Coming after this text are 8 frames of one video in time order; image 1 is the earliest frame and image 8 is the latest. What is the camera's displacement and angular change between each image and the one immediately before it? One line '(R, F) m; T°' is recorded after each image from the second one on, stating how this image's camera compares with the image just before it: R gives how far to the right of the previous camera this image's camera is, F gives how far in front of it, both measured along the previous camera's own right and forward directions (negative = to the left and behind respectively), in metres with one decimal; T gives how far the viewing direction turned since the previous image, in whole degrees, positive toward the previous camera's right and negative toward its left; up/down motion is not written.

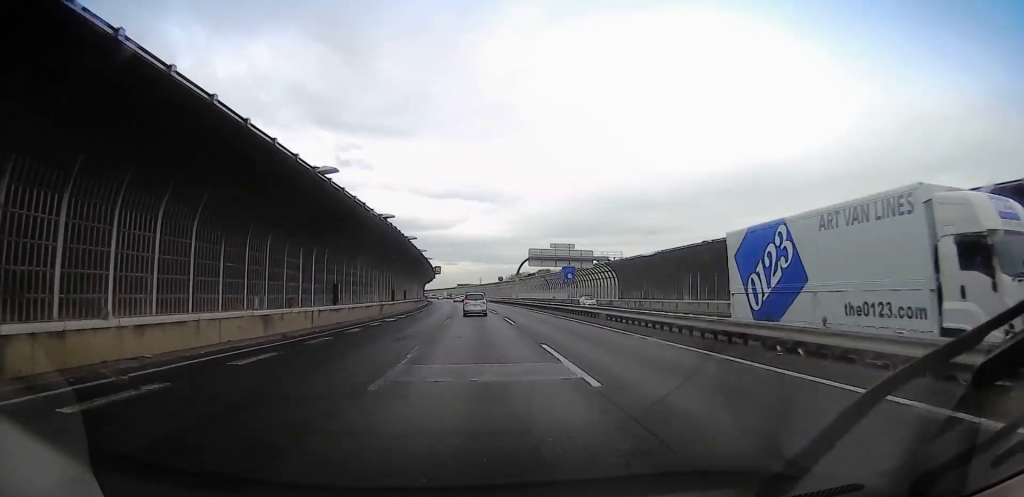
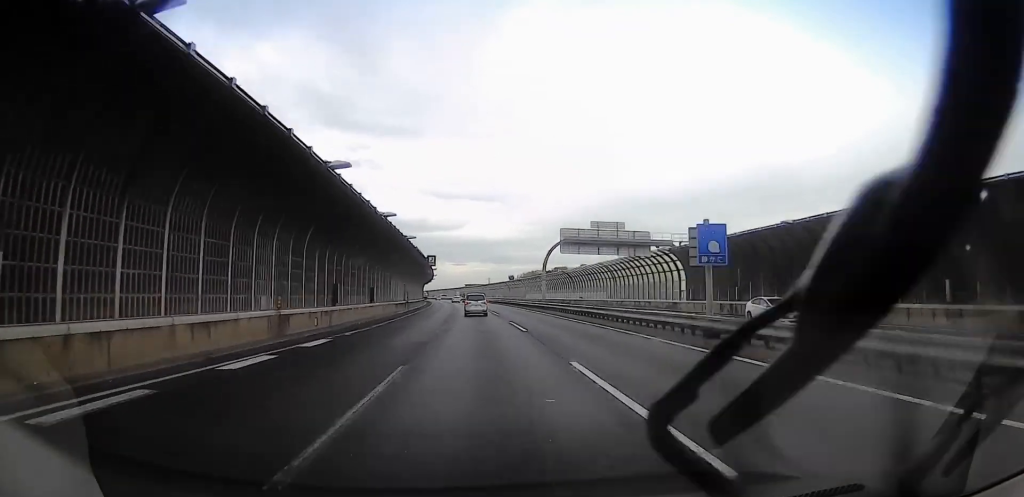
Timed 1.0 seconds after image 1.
(-0.3, +24.8) m; -2°
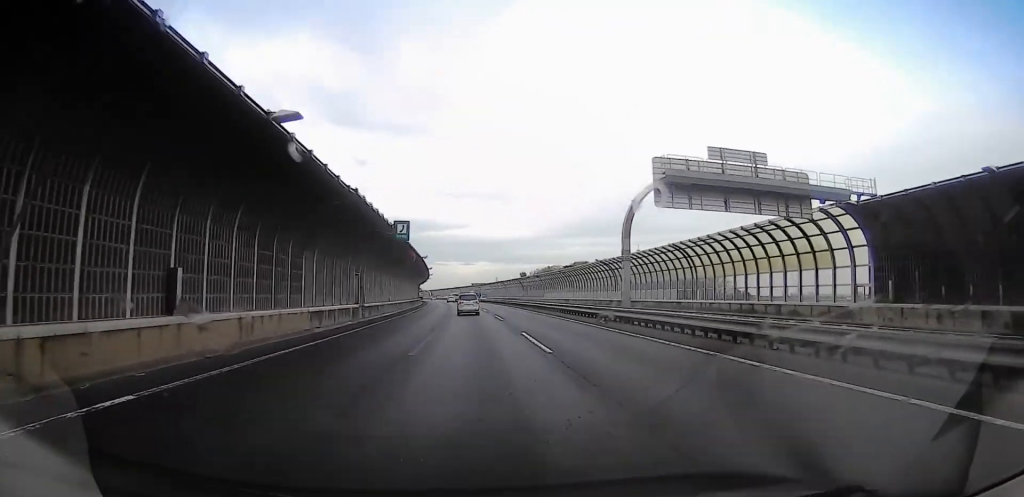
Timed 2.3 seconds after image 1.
(-0.1, +29.5) m; 0°
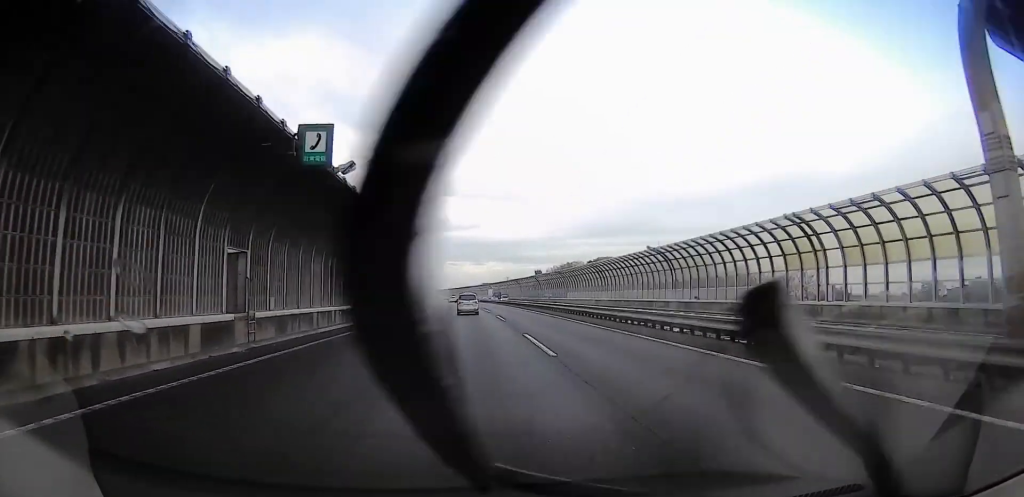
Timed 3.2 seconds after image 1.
(-0.1, +21.5) m; 0°
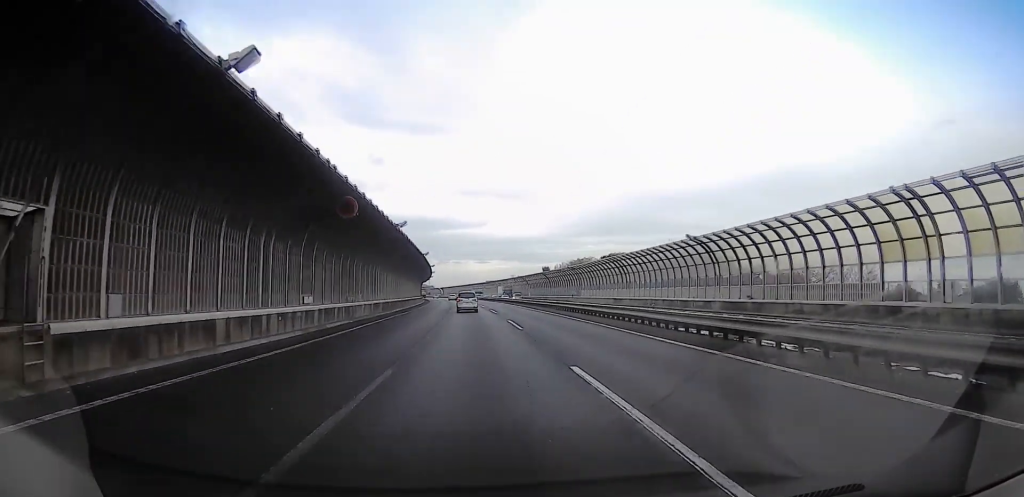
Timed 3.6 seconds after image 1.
(-0.8, +10.4) m; 0°
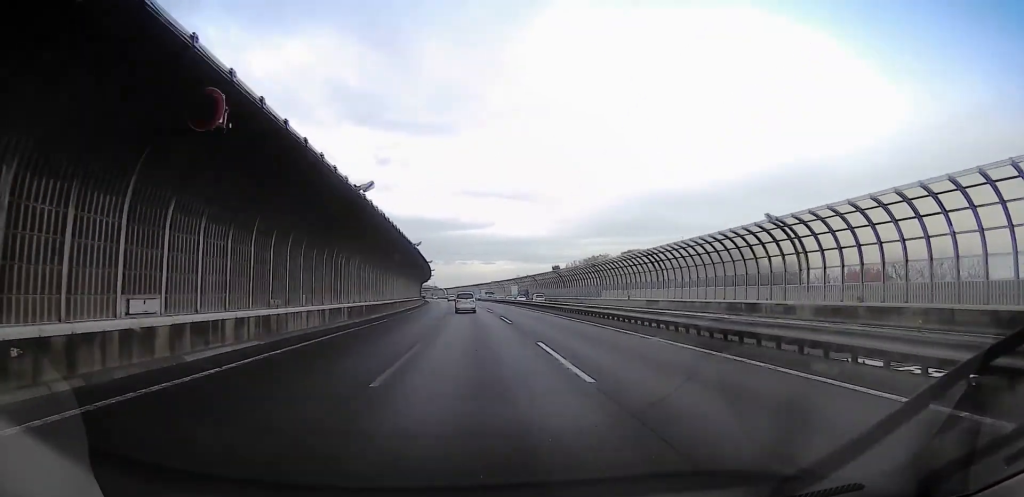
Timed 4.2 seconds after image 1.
(+0.8, +13.6) m; 0°
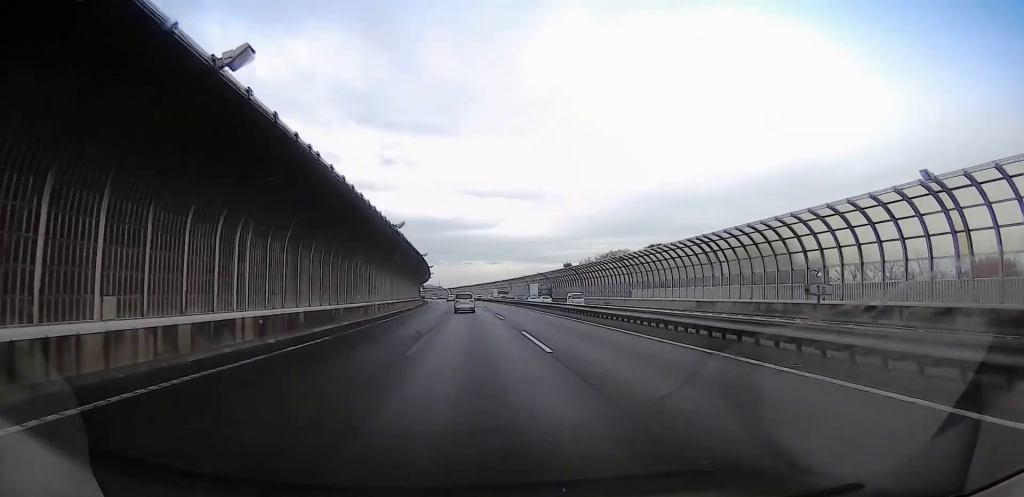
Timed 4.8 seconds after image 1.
(+0.8, +15.2) m; -1°
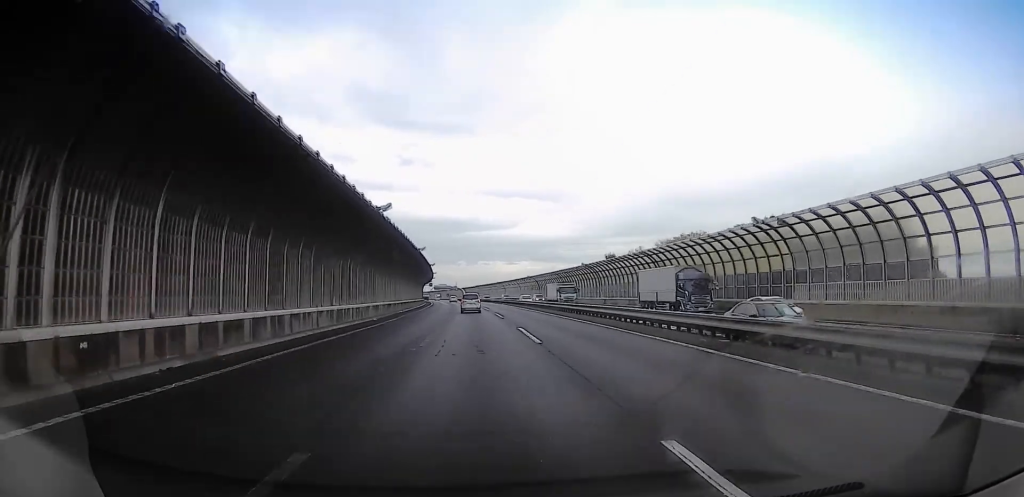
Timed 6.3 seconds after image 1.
(-2.6, +37.2) m; -4°
